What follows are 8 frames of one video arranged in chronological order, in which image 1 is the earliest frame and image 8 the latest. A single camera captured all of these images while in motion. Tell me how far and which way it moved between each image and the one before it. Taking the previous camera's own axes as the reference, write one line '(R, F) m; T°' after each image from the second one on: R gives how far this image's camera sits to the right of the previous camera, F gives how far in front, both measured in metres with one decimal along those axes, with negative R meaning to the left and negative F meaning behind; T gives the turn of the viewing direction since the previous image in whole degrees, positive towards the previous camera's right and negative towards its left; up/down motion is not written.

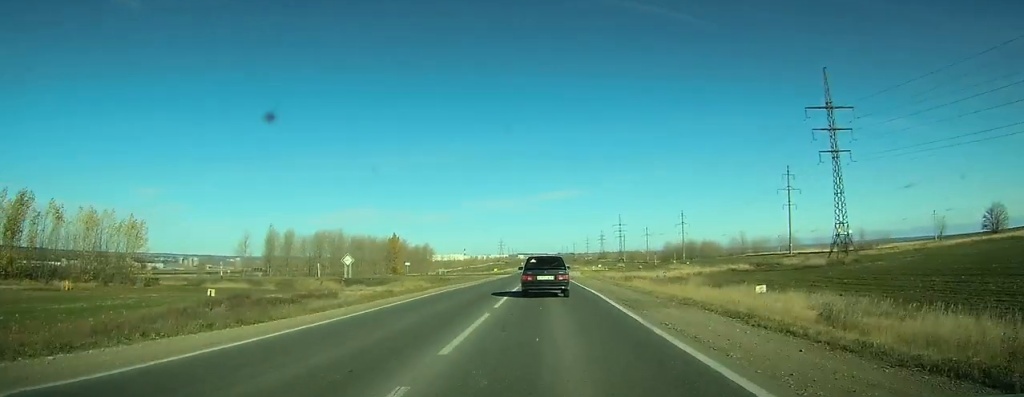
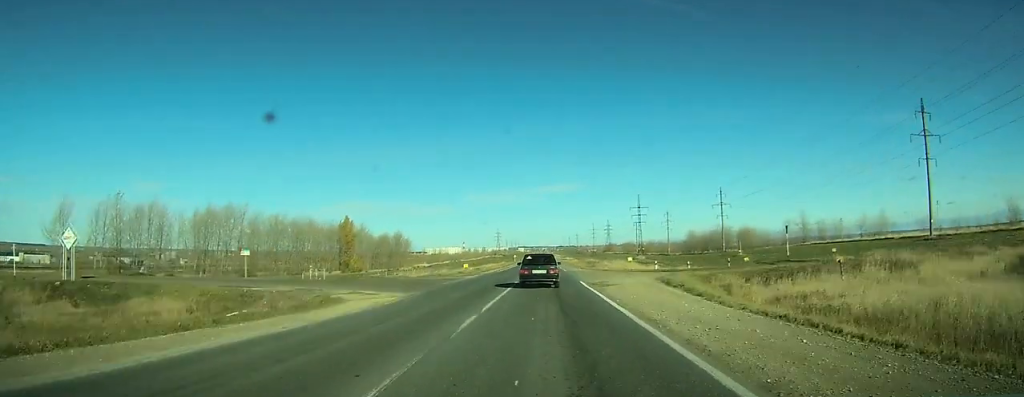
(0.0, +71.9) m; 0°
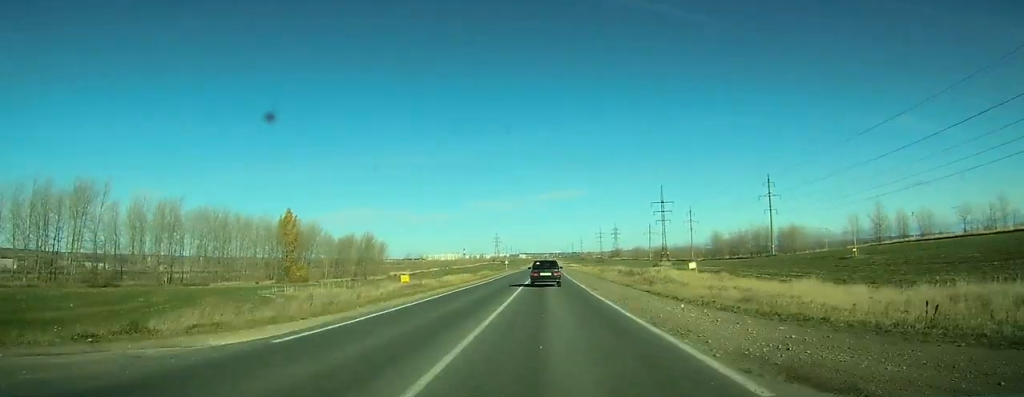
(-0.1, +53.5) m; 0°
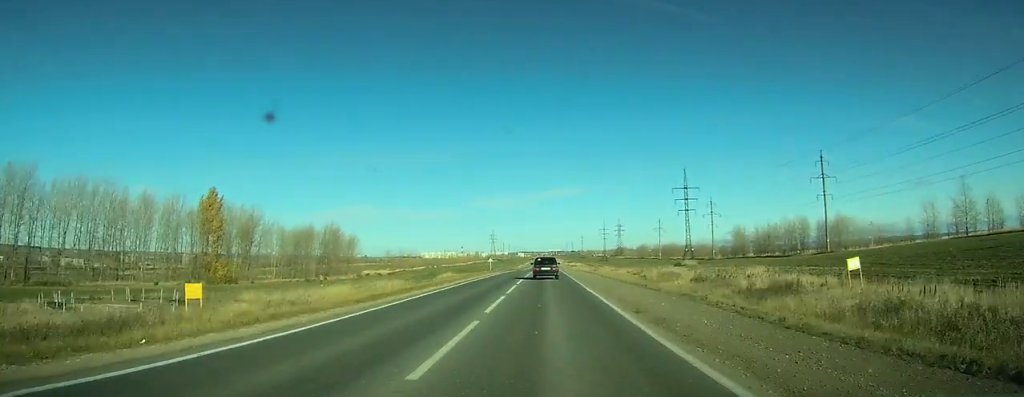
(+0.2, +38.4) m; 0°
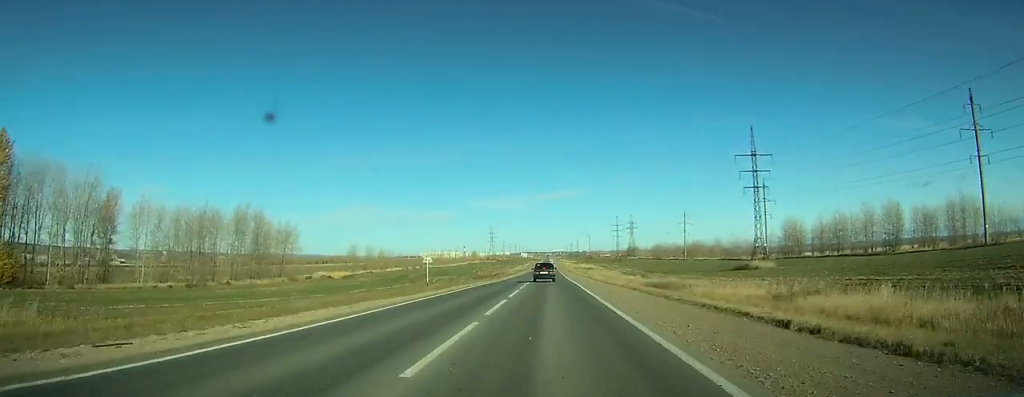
(+0.1, +55.8) m; 0°
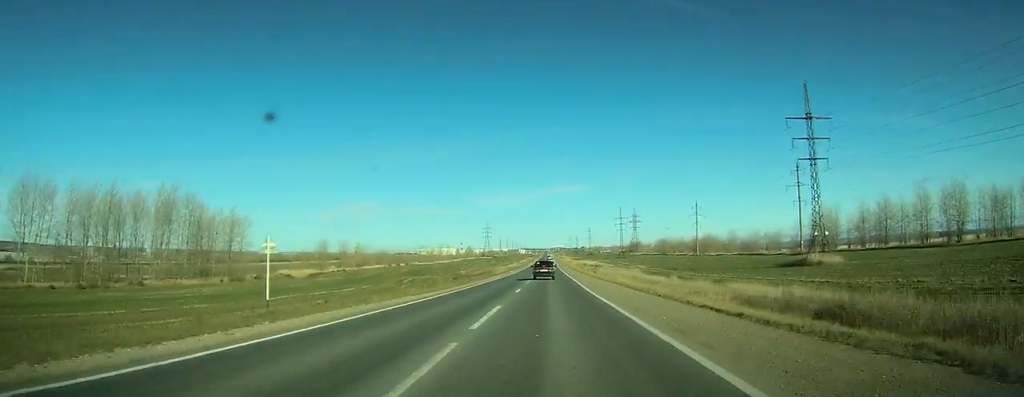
(0.0, +27.6) m; 0°
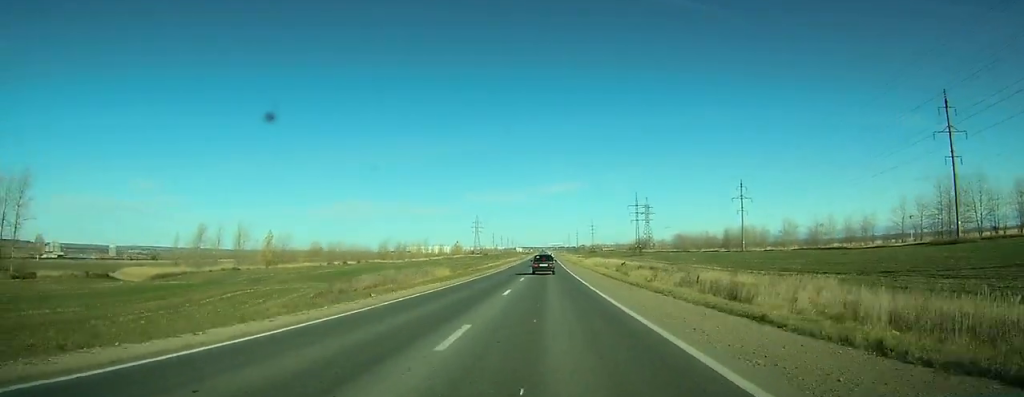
(+0.1, +71.9) m; 0°
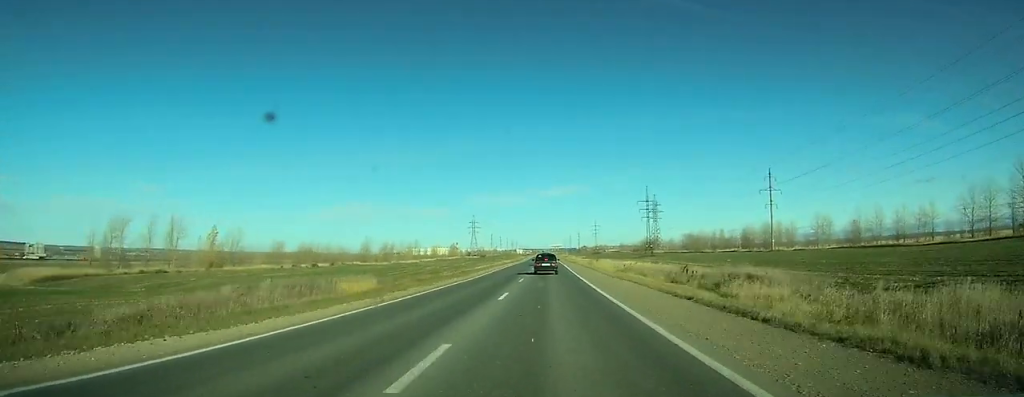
(+0.1, +30.4) m; 0°
